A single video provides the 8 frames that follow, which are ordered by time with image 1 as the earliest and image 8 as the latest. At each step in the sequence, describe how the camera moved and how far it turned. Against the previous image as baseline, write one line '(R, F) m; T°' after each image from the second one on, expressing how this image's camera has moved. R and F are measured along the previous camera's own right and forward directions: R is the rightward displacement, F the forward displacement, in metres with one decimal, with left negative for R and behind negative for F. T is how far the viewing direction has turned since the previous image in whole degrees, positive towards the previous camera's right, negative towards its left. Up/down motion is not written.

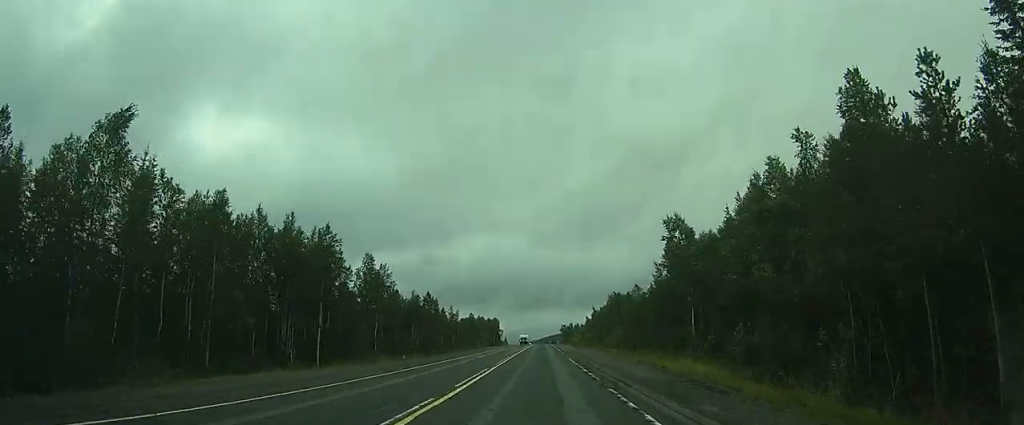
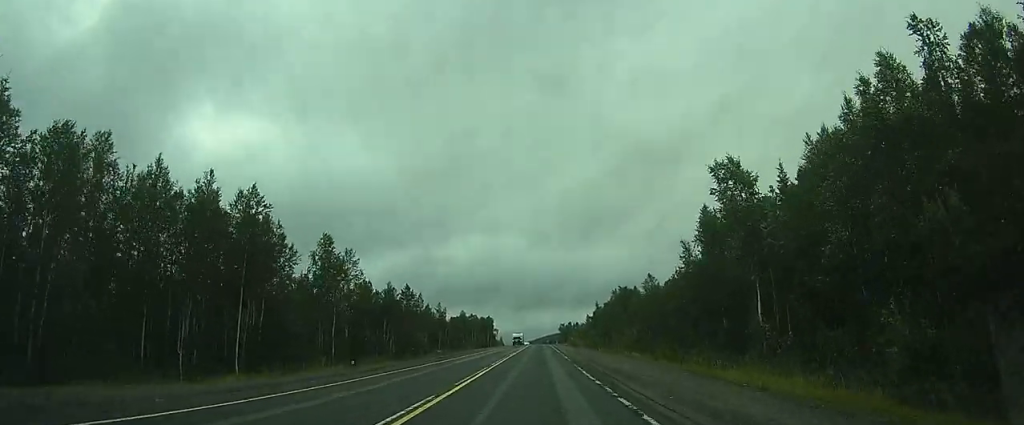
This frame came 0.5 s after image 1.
(0.0, +11.4) m; 0°
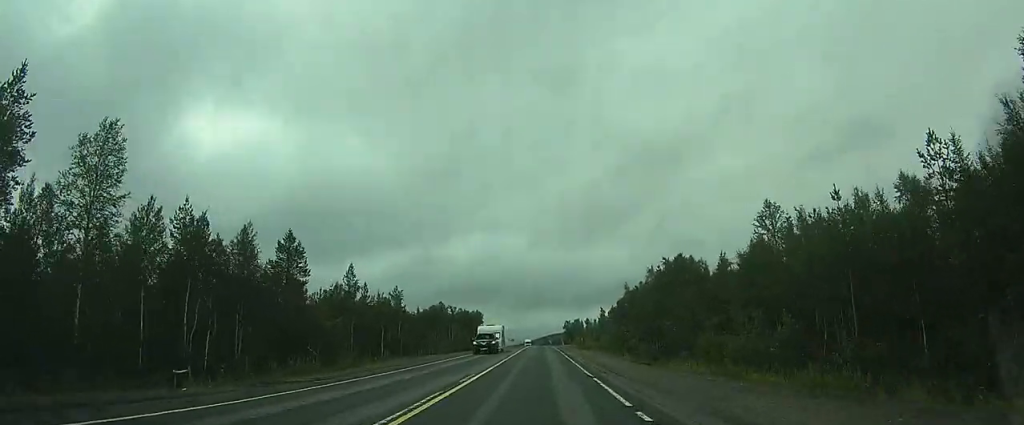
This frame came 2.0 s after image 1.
(-0.2, +34.8) m; 0°
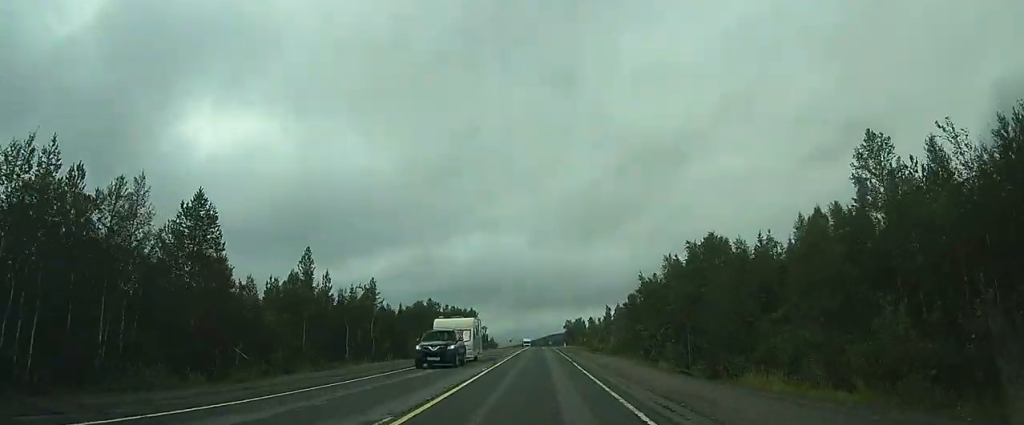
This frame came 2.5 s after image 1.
(0.0, +10.9) m; 0°
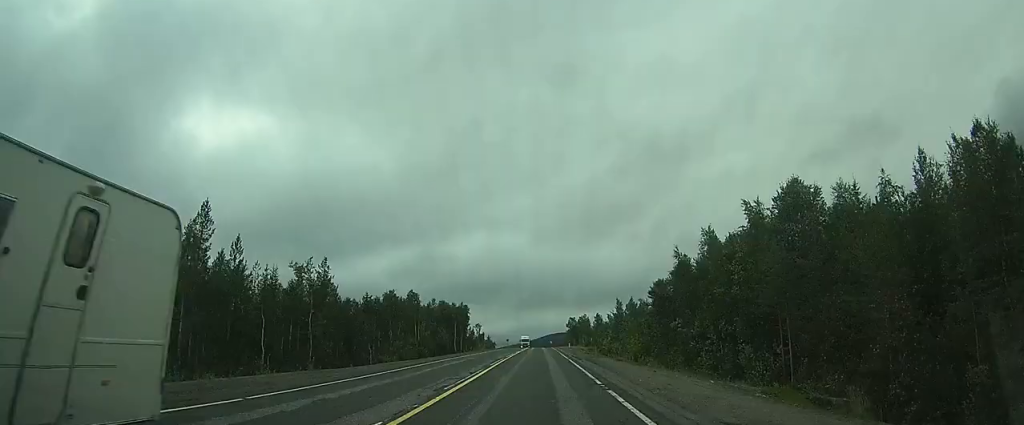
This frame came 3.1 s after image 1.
(+0.1, +15.5) m; 0°
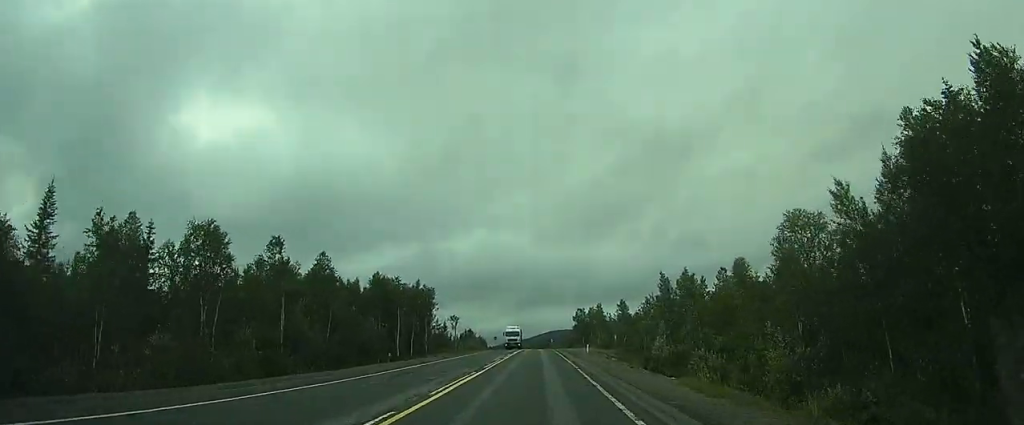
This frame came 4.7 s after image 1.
(+0.2, +37.1) m; 0°
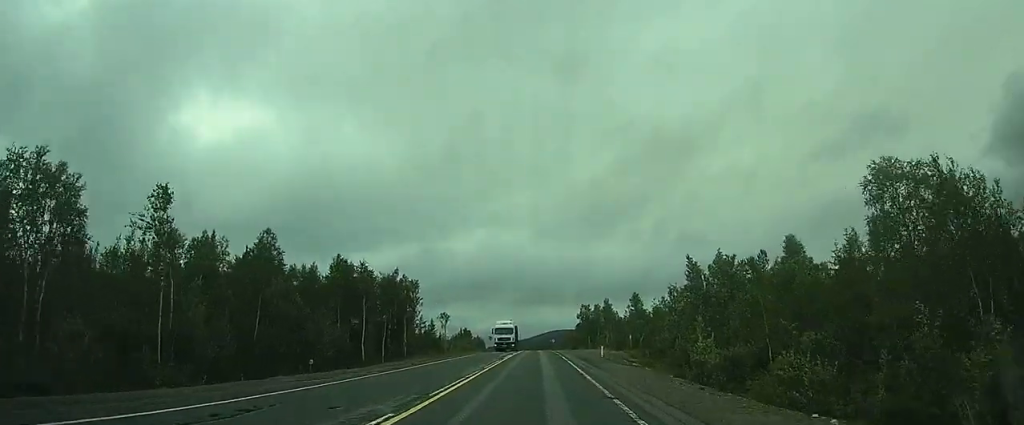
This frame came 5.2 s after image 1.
(-0.1, +11.5) m; 0°
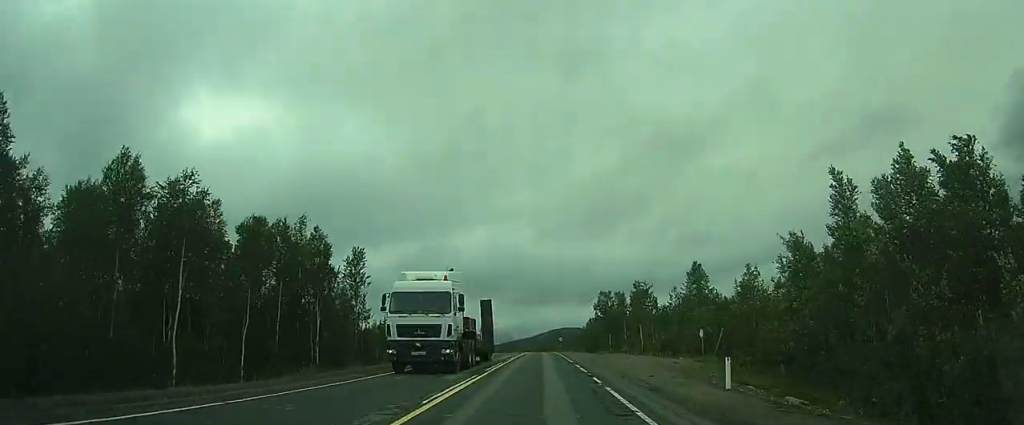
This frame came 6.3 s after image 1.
(-0.1, +25.2) m; 0°
